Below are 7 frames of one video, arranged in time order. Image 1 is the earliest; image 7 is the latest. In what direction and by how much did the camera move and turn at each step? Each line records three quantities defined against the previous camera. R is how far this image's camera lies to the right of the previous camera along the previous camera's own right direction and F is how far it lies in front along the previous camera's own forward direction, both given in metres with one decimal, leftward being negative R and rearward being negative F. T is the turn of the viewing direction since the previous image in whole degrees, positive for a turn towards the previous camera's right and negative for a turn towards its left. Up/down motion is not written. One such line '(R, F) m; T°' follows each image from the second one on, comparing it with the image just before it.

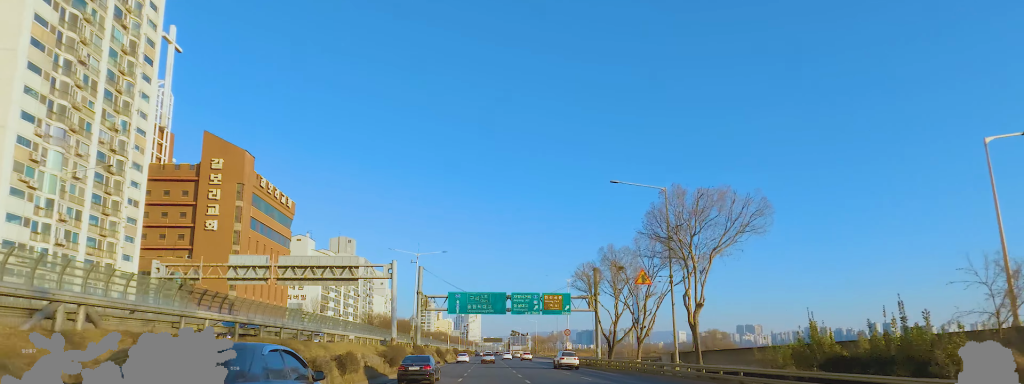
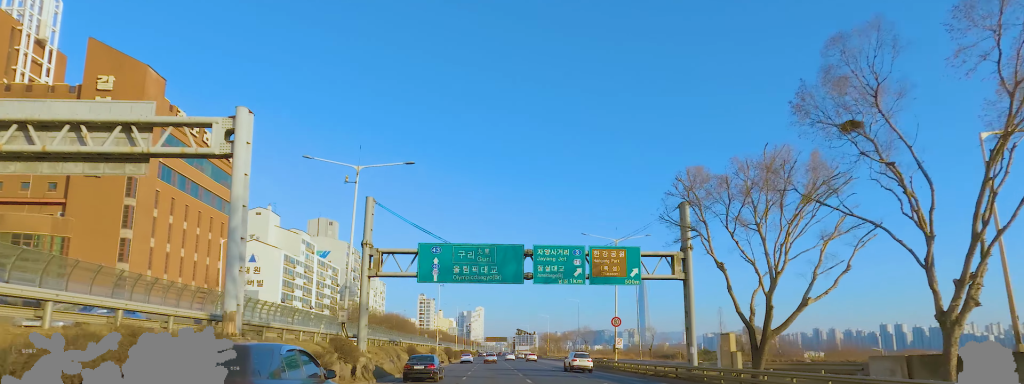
(0.0, +28.0) m; 0°
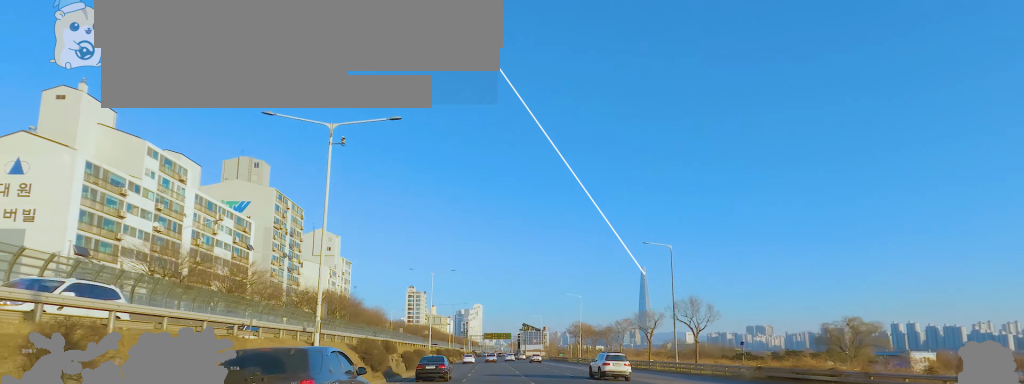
(+2.8, +55.0) m; +2°
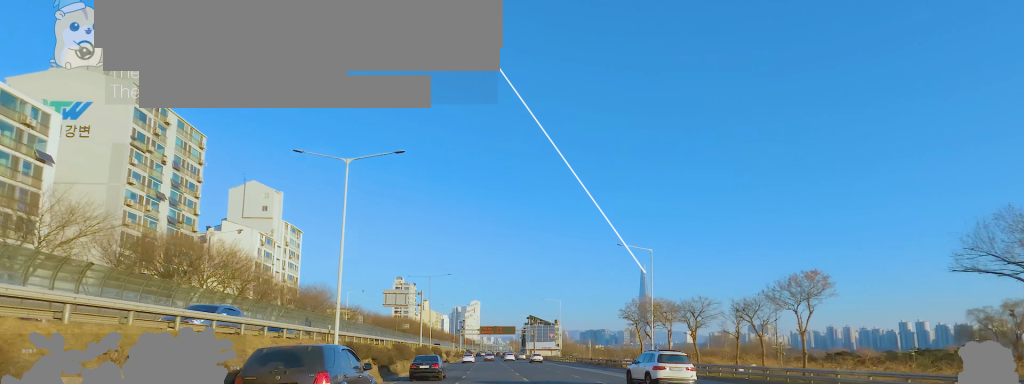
(-1.9, +43.4) m; -1°
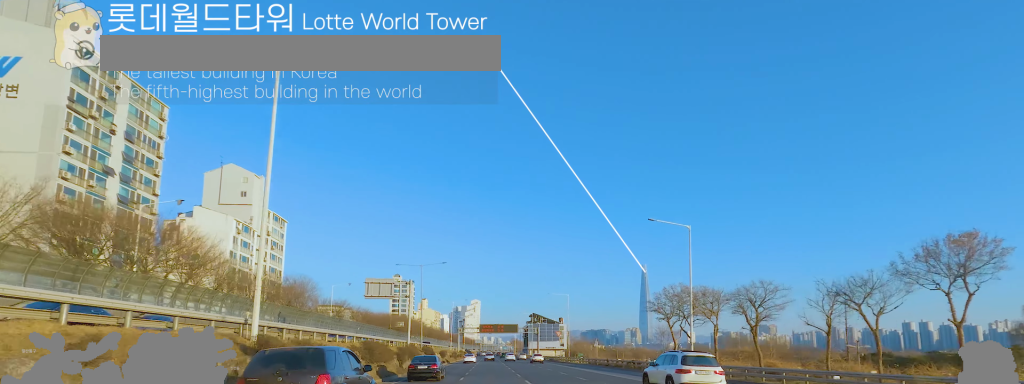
(-0.5, +10.1) m; +2°
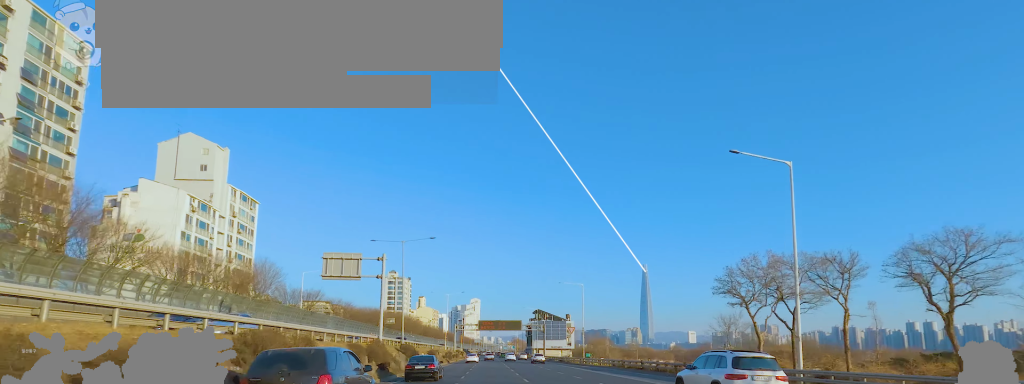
(+1.2, +14.2) m; +1°
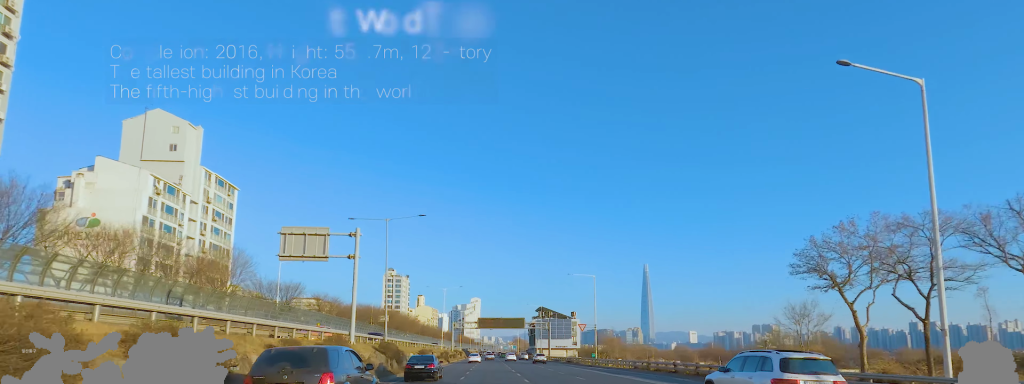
(+0.5, +8.5) m; 0°
